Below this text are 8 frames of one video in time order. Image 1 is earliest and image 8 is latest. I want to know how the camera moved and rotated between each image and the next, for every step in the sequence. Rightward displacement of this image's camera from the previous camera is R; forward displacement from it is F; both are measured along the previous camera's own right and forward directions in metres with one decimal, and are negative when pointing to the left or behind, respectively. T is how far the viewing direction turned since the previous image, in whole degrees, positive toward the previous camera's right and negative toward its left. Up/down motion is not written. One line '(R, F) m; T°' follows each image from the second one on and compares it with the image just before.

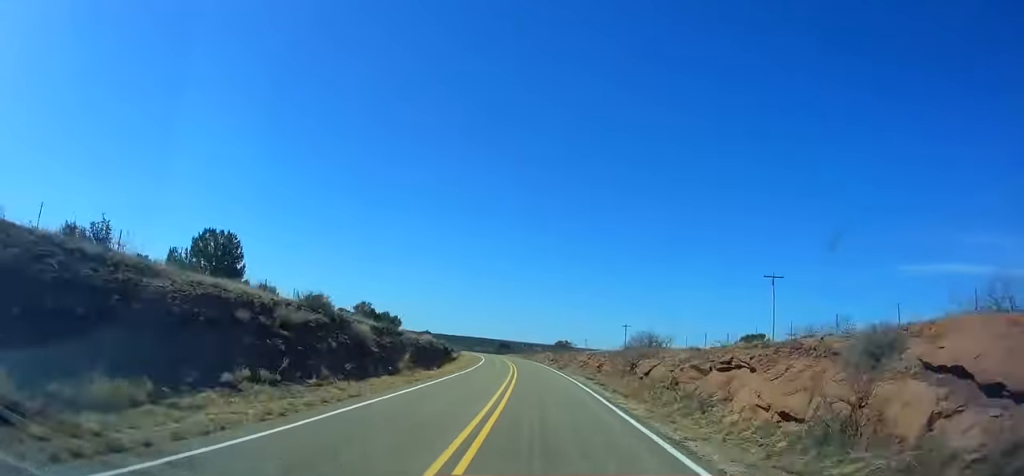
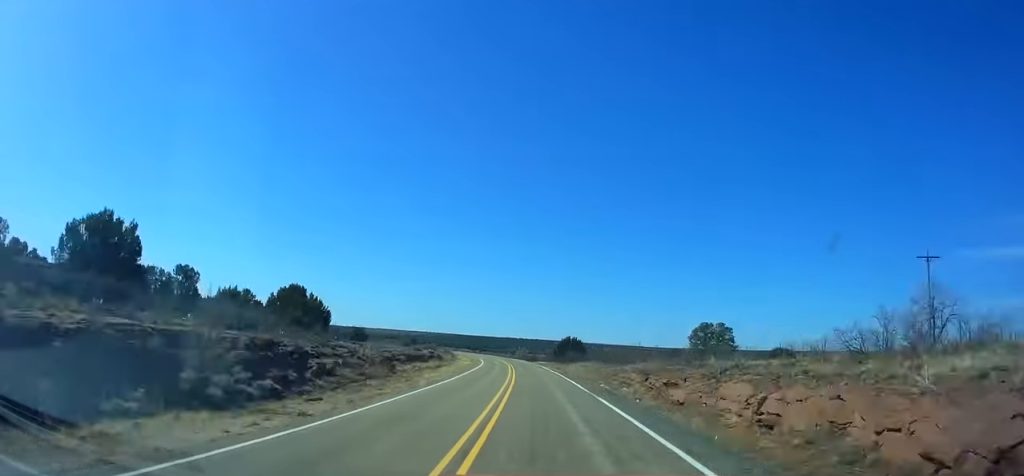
(-6.1, +96.8) m; -7°
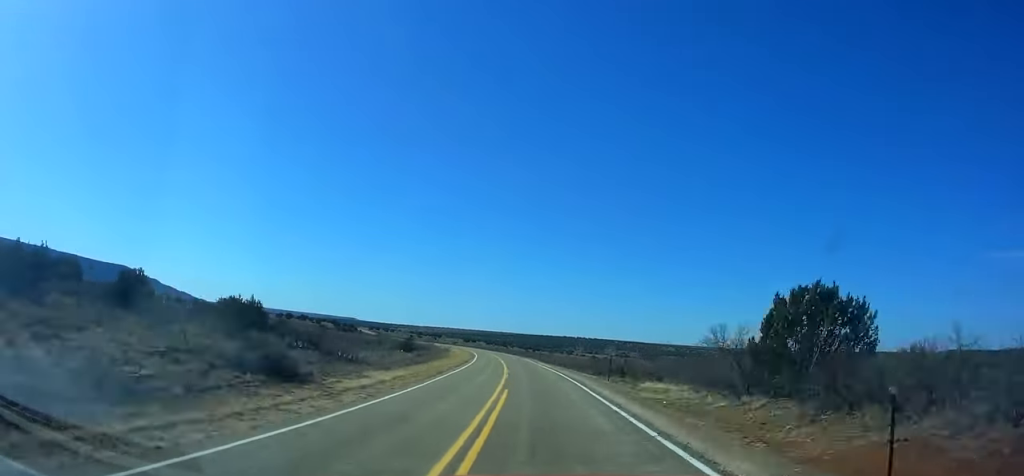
(-4.0, +81.5) m; -6°
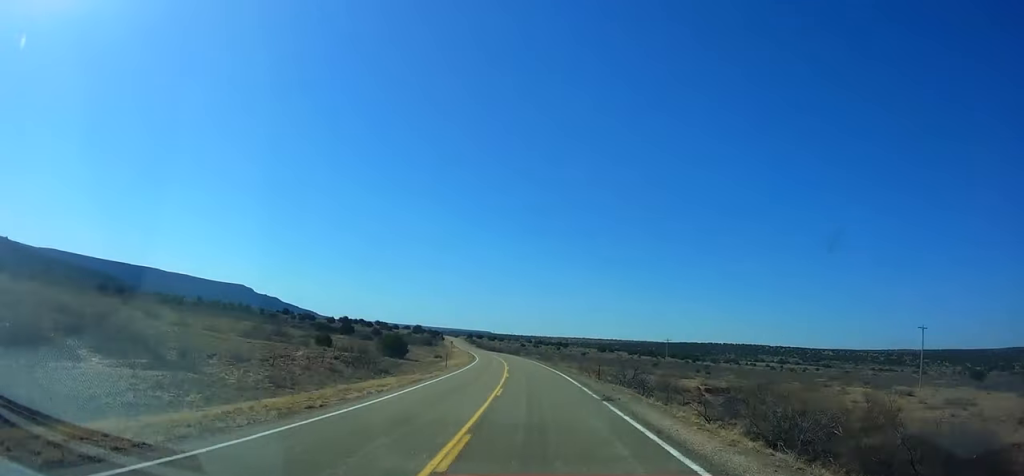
(-22.6, +187.3) m; -14°
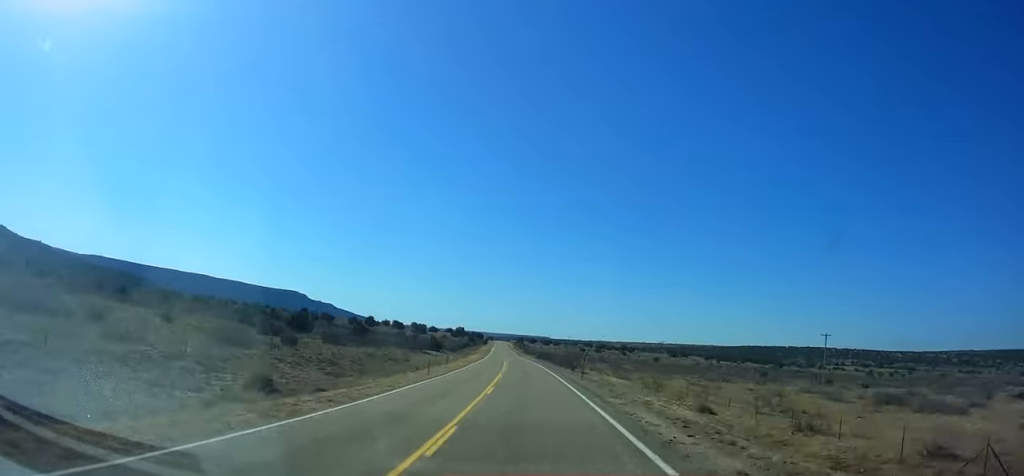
(-3.6, +72.6) m; -5°
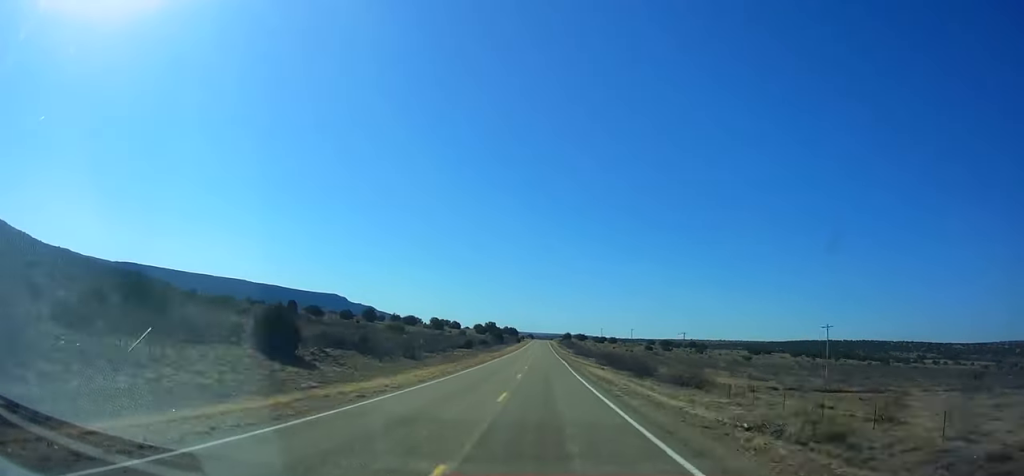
(-4.4, +88.7) m; -4°
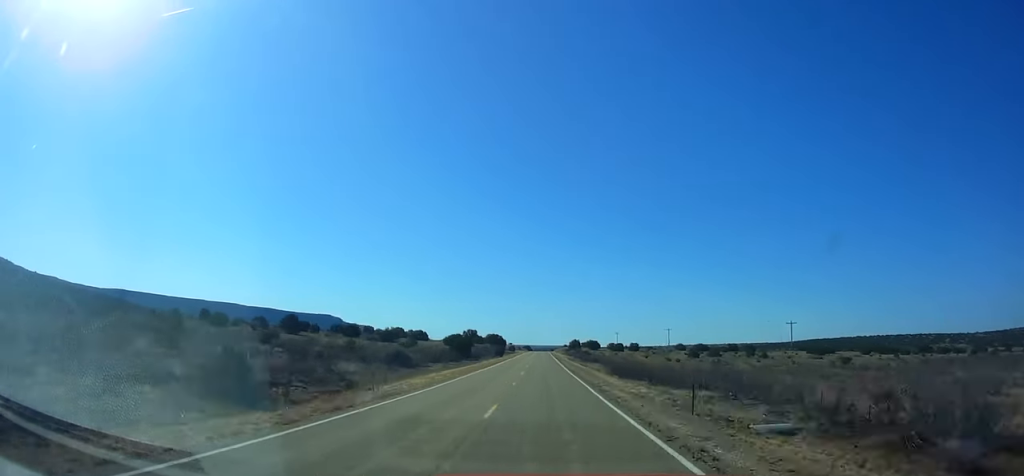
(-1.6, +88.9) m; -1°
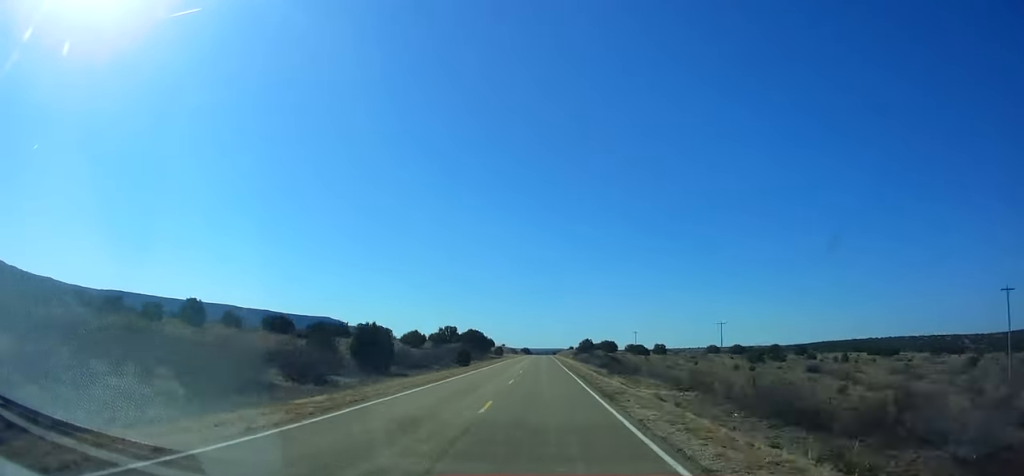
(-0.4, +60.5) m; 0°
